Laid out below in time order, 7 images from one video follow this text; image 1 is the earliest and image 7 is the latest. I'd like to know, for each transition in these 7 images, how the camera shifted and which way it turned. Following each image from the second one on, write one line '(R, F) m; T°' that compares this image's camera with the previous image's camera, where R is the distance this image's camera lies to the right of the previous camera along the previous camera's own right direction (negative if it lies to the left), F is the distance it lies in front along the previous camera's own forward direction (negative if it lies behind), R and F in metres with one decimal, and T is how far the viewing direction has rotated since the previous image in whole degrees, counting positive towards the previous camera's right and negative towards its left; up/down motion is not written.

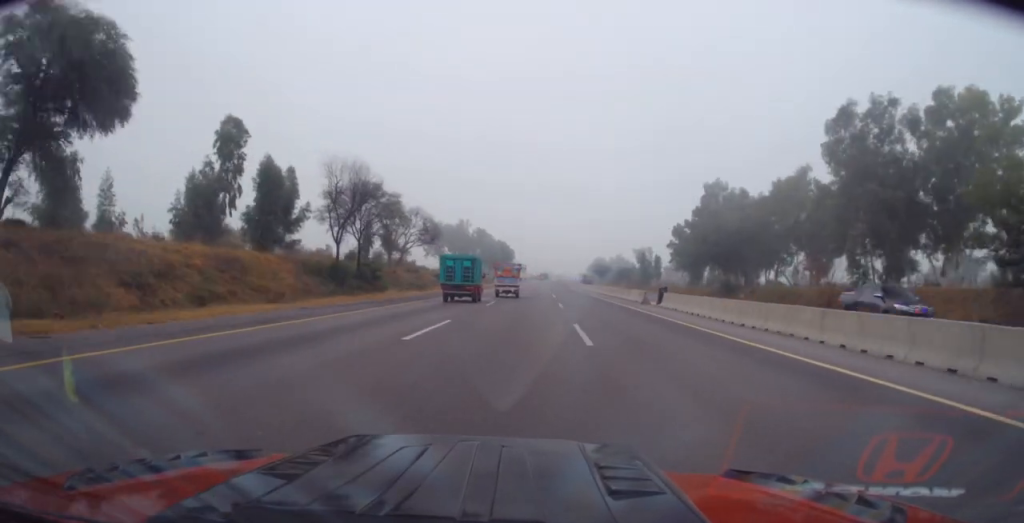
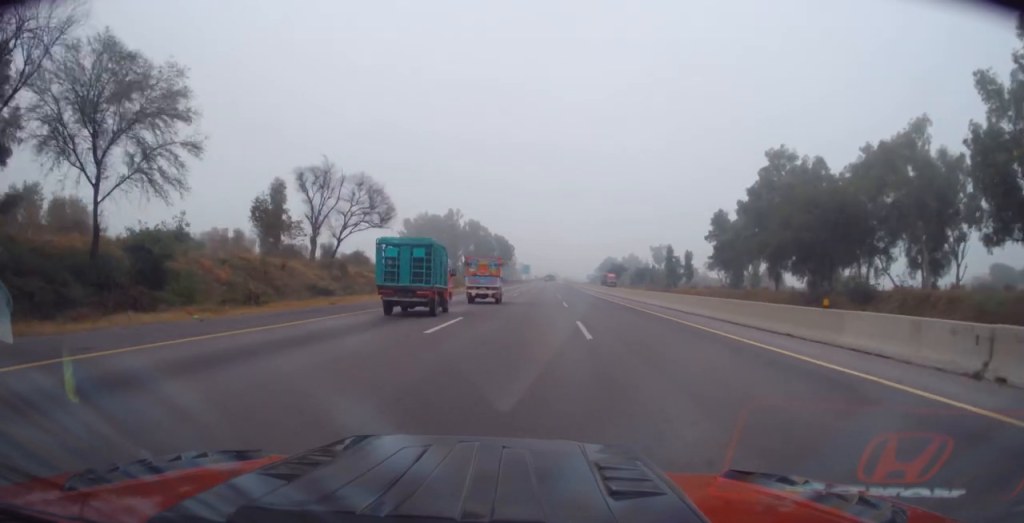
(-0.2, +34.1) m; -1°
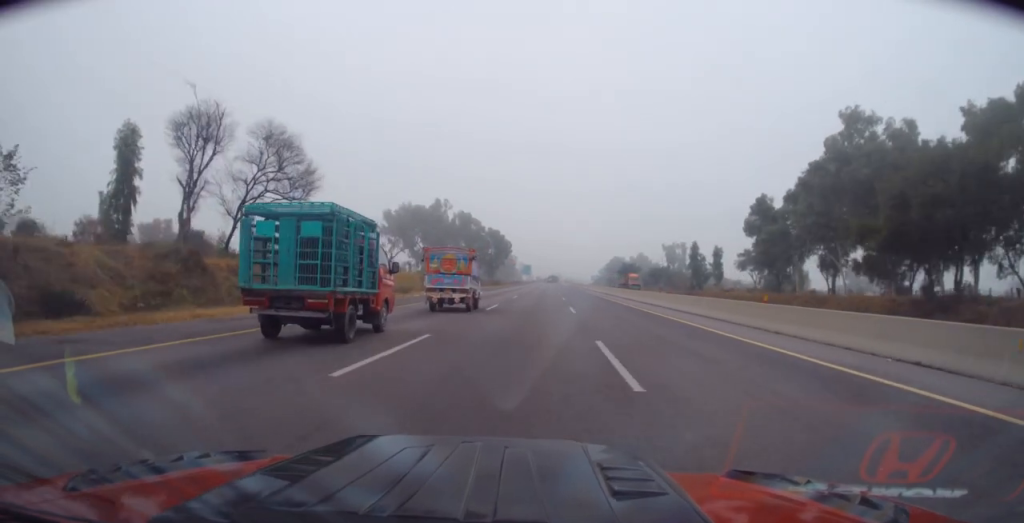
(-0.1, +24.4) m; +1°
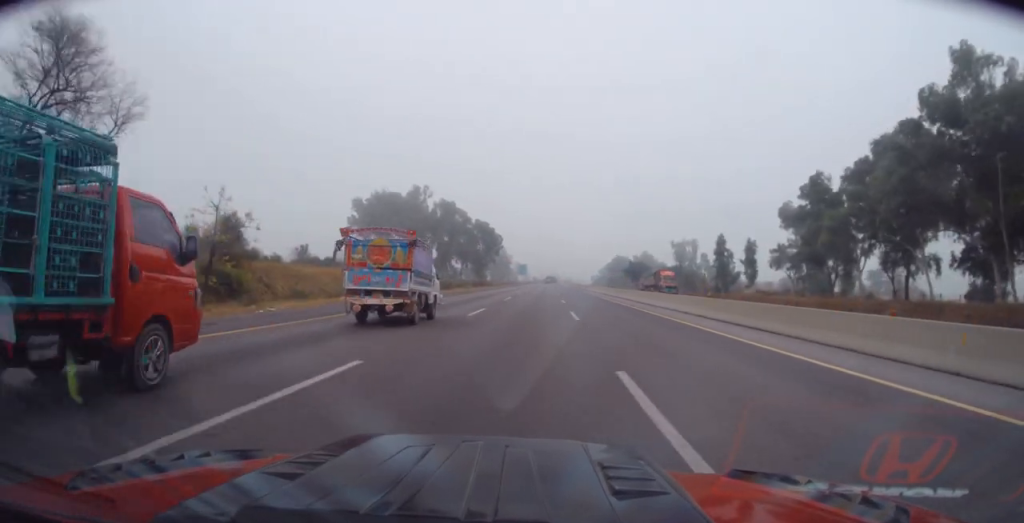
(+0.3, +22.5) m; 0°
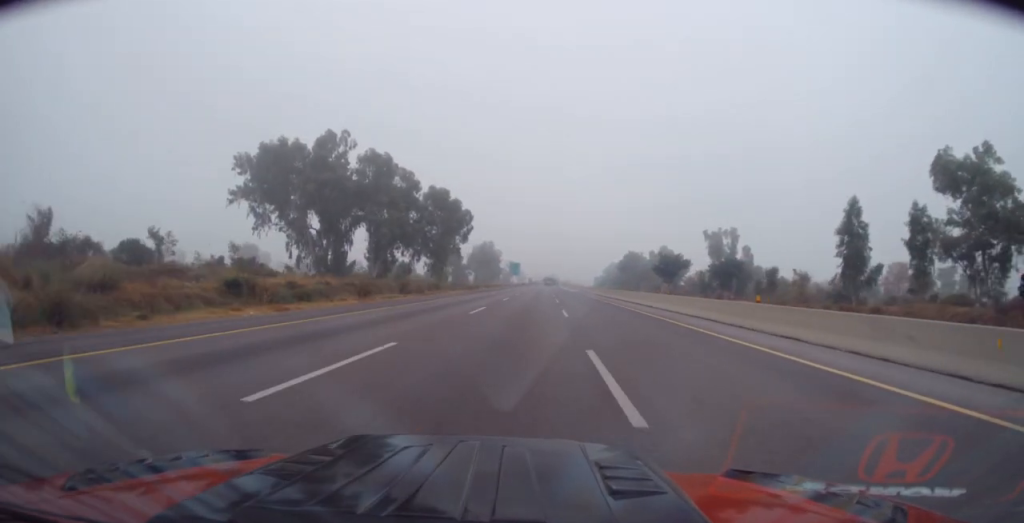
(-0.1, +50.6) m; 0°
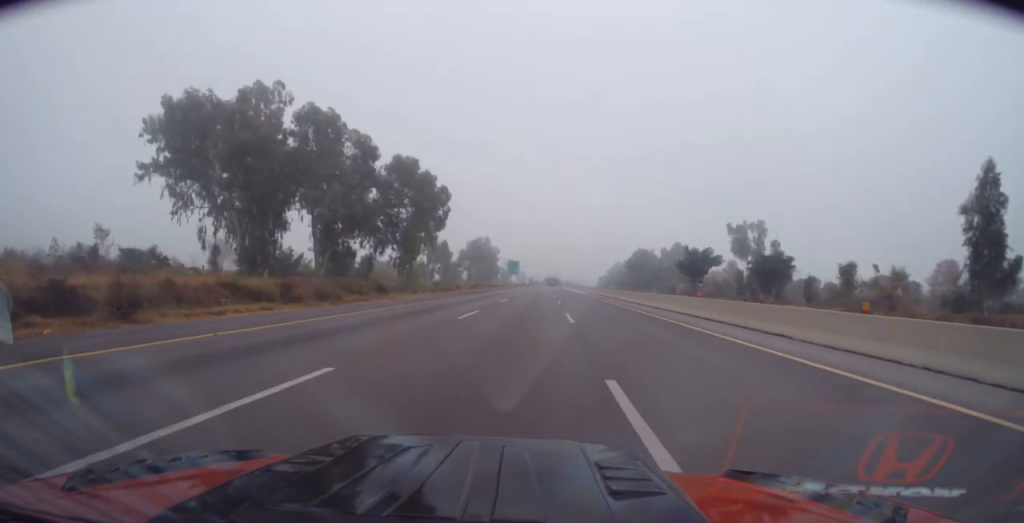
(+0.1, +21.3) m; 0°
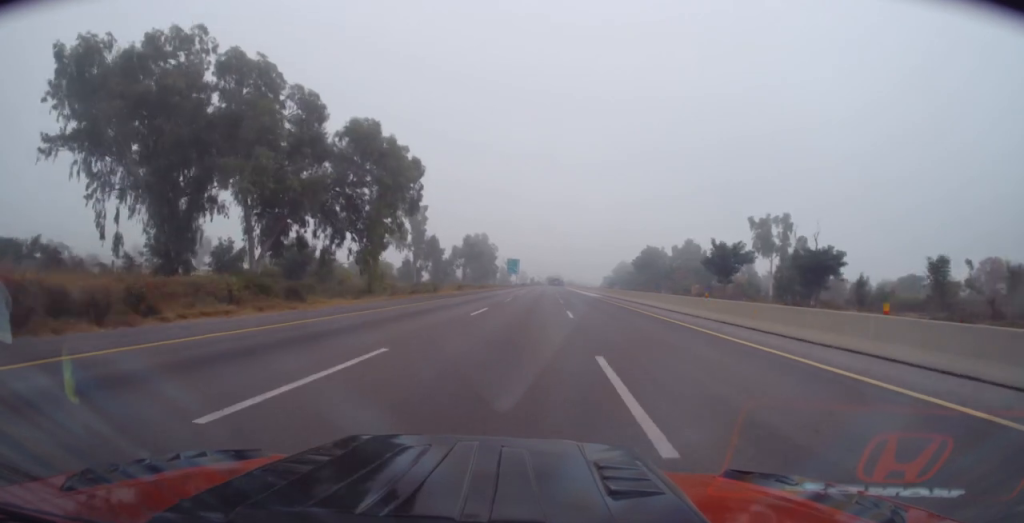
(-0.4, +15.3) m; -1°
